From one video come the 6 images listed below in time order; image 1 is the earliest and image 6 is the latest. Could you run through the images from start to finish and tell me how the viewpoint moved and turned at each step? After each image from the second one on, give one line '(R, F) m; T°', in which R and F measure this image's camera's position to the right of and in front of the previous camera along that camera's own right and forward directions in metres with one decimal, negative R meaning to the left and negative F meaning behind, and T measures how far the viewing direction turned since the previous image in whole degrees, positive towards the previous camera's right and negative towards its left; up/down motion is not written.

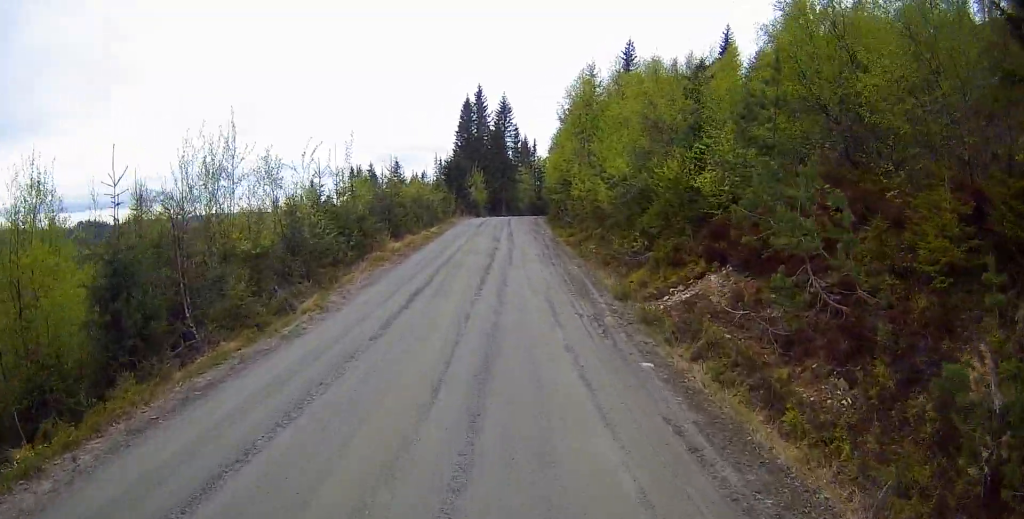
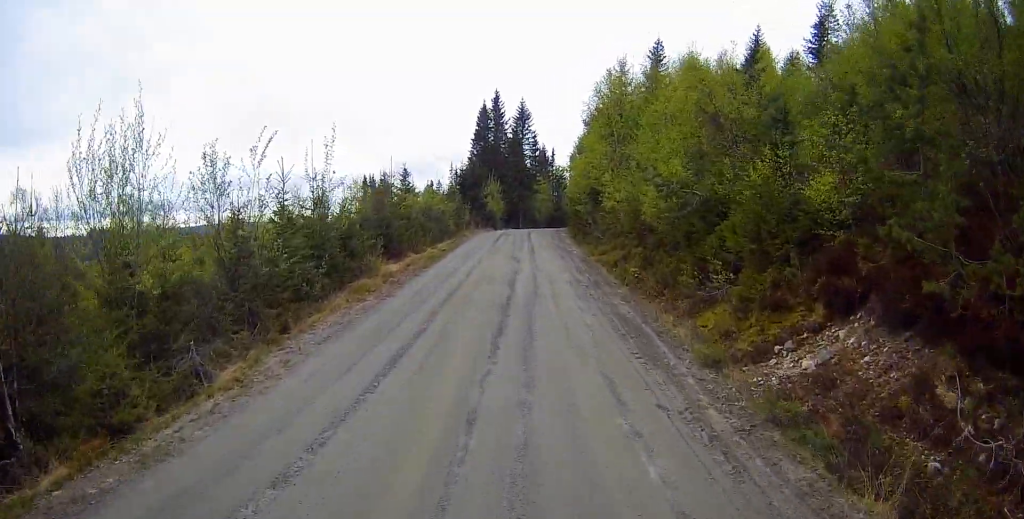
(-0.2, +4.8) m; -2°
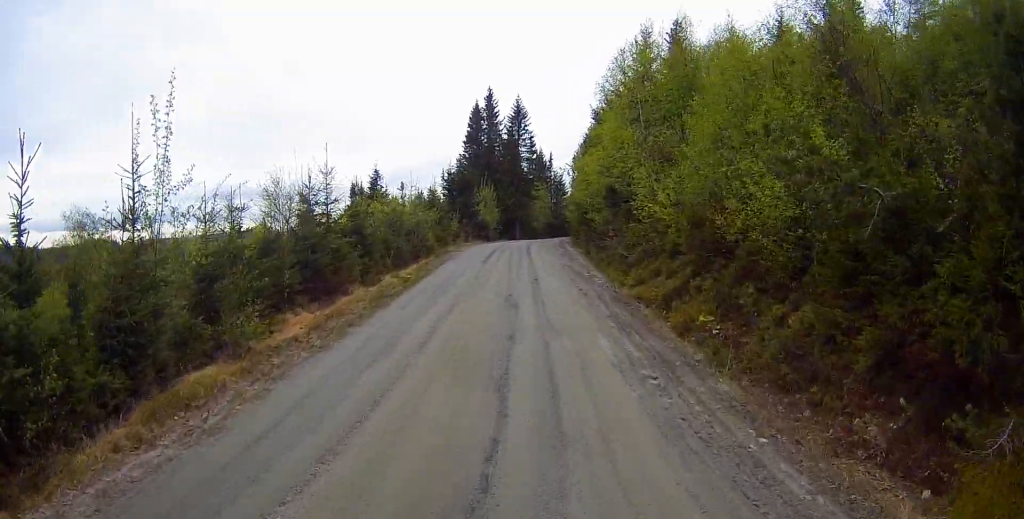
(-0.1, +7.9) m; 0°
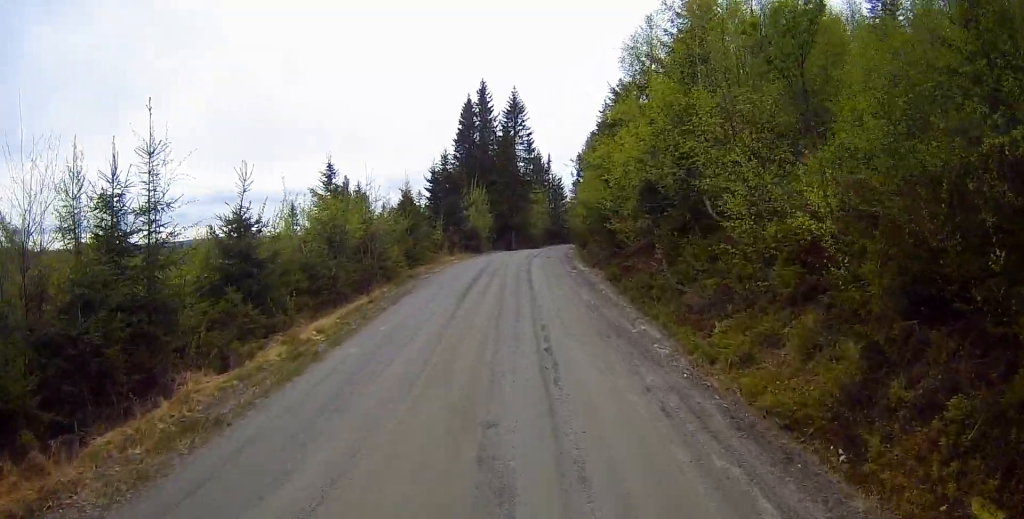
(+0.1, +8.2) m; +2°
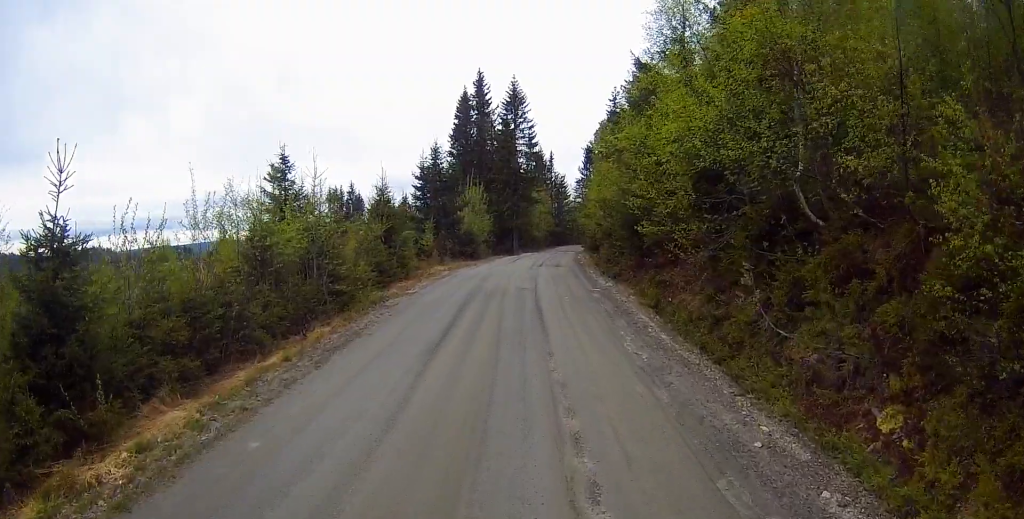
(+0.2, +5.7) m; 0°
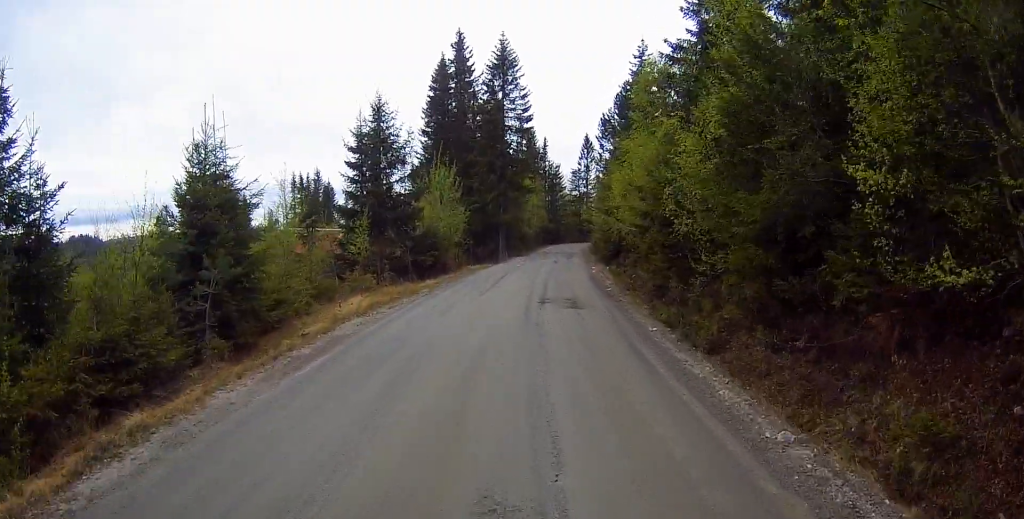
(-0.1, +13.7) m; 0°
